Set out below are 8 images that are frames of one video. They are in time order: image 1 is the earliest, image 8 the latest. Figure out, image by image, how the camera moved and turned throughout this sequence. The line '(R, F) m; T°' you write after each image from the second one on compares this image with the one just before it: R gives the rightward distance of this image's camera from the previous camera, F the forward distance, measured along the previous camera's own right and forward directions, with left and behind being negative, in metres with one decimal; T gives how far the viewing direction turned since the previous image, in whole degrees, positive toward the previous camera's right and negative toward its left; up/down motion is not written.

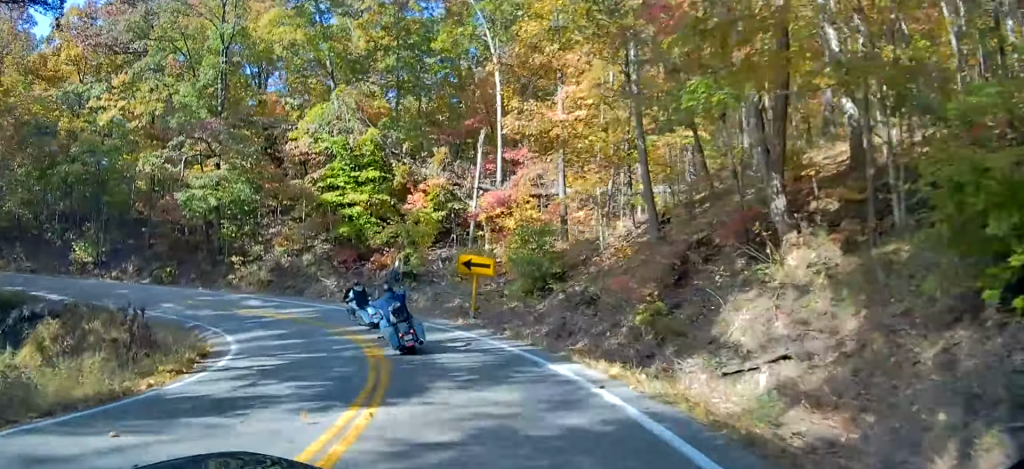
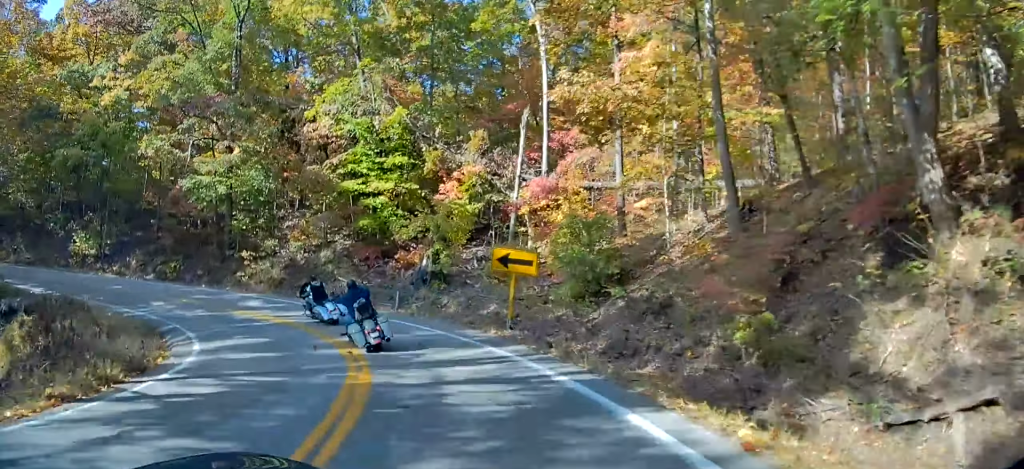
(-0.4, +4.4) m; -8°
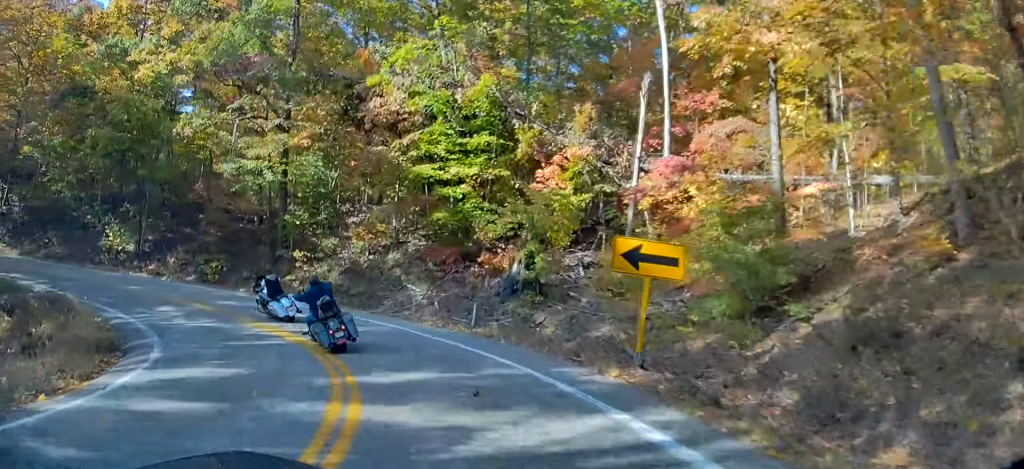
(0.0, +6.2) m; -11°
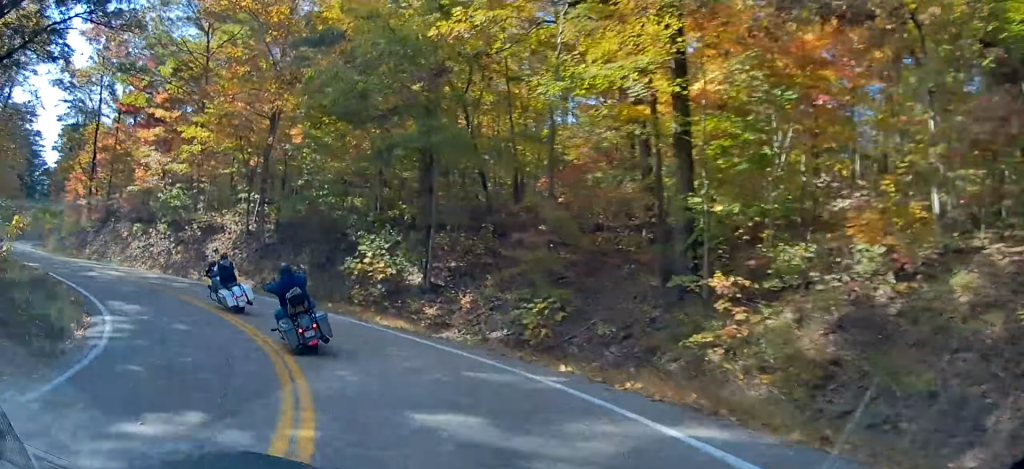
(-5.4, +15.3) m; -37°
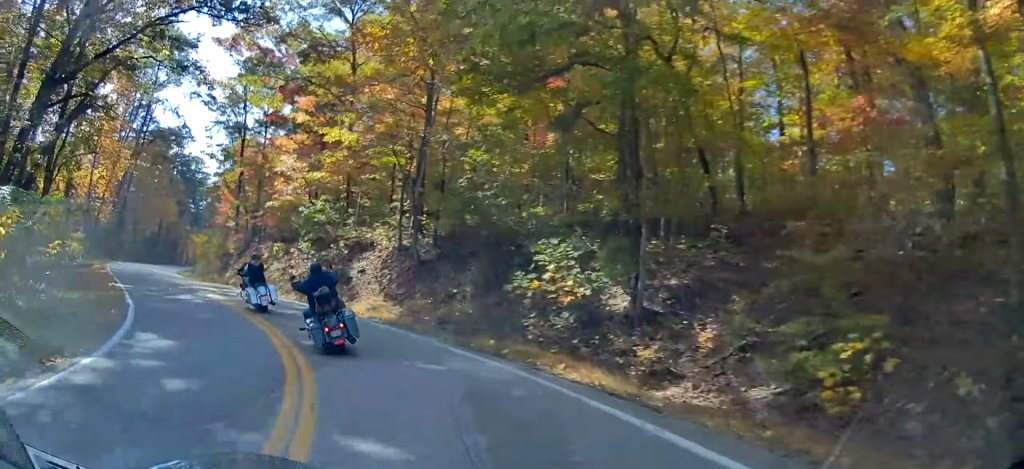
(-0.5, +6.6) m; -15°
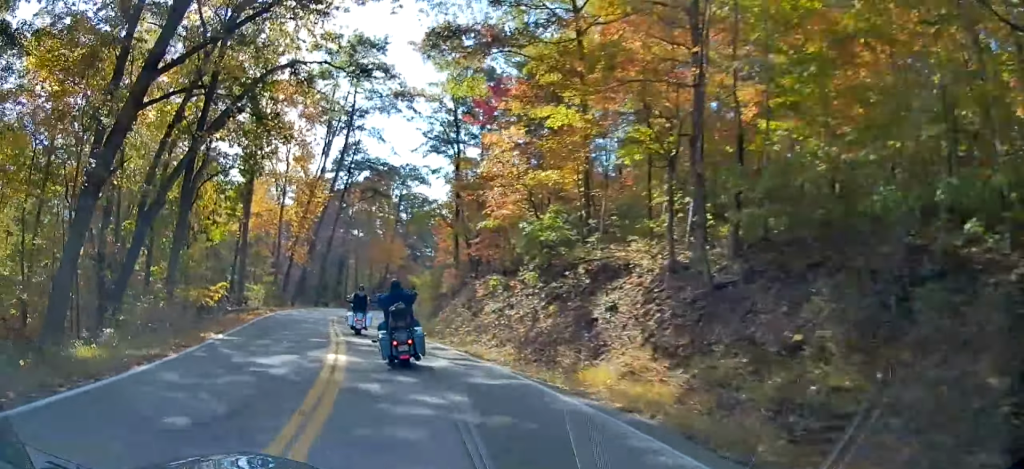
(-2.1, +10.4) m; -18°
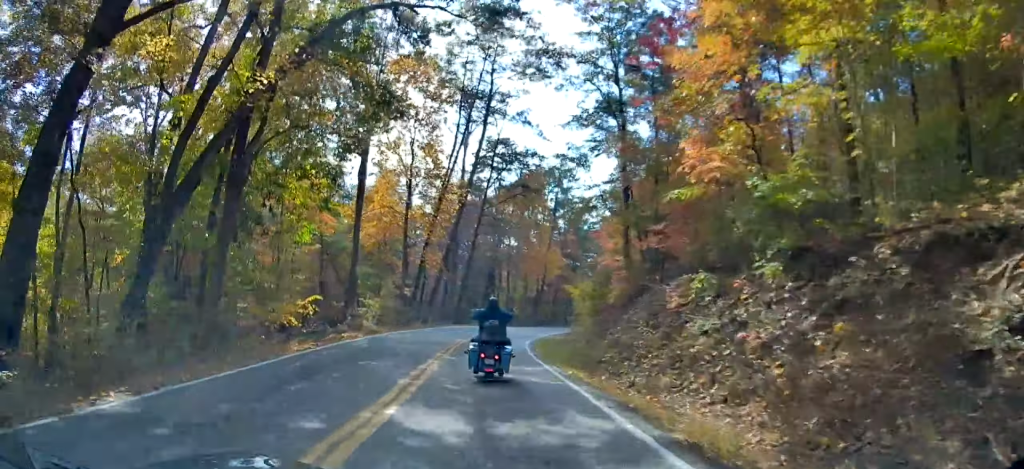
(-1.1, +10.9) m; -9°
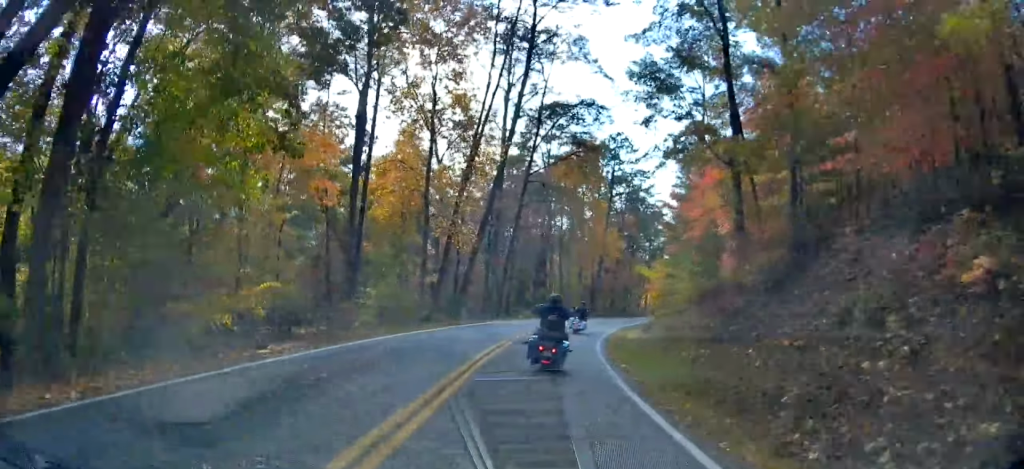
(-0.9, +11.6) m; -4°
